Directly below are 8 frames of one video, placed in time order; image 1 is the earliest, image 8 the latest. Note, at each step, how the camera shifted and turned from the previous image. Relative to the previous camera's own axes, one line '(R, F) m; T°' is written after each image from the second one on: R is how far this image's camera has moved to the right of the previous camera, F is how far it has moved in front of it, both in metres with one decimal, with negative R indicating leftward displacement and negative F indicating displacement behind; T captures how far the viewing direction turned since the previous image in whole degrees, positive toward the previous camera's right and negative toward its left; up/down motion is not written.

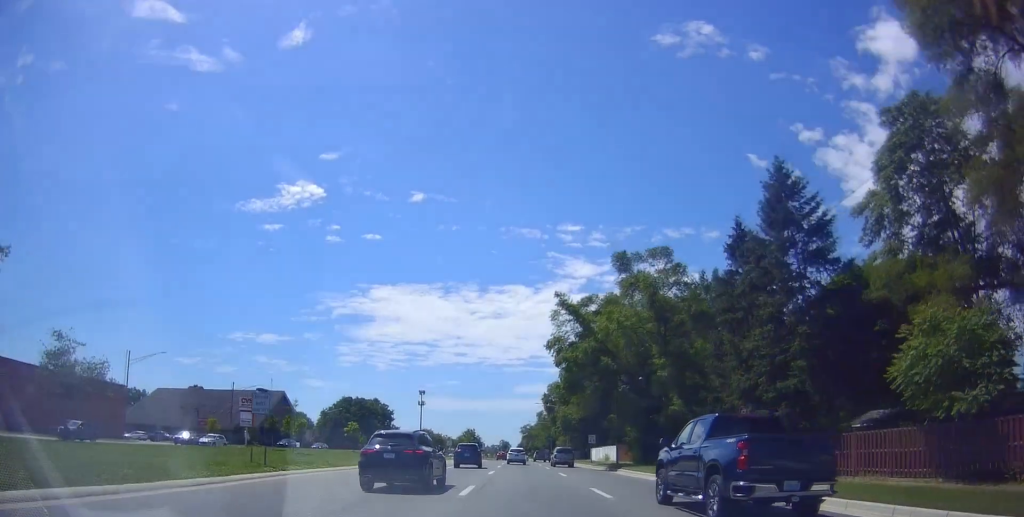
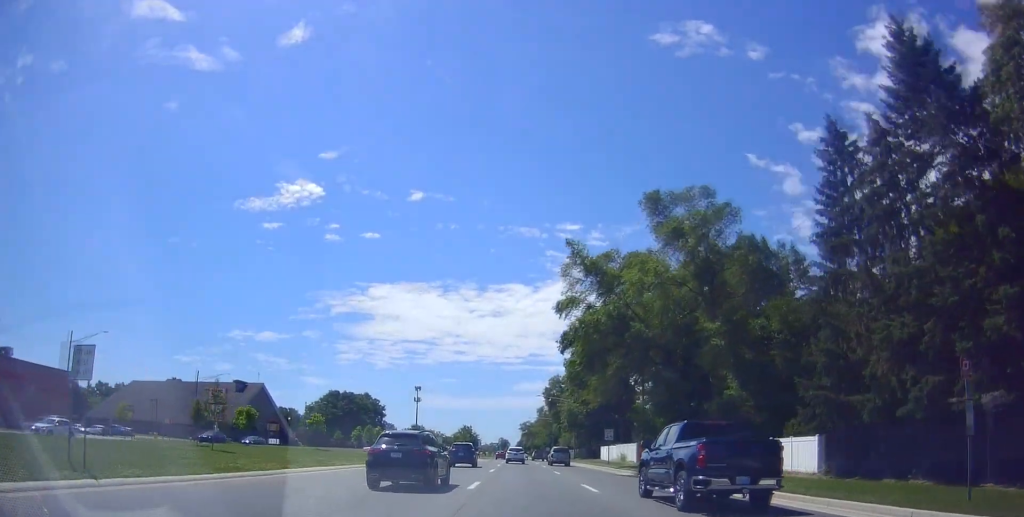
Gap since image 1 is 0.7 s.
(0.0, +11.9) m; 0°
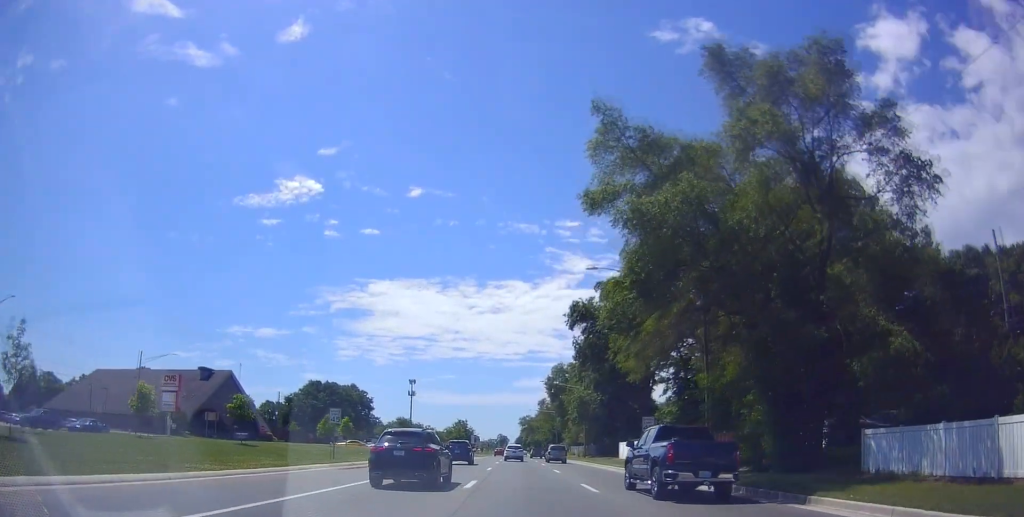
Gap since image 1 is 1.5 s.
(0.0, +15.2) m; 0°
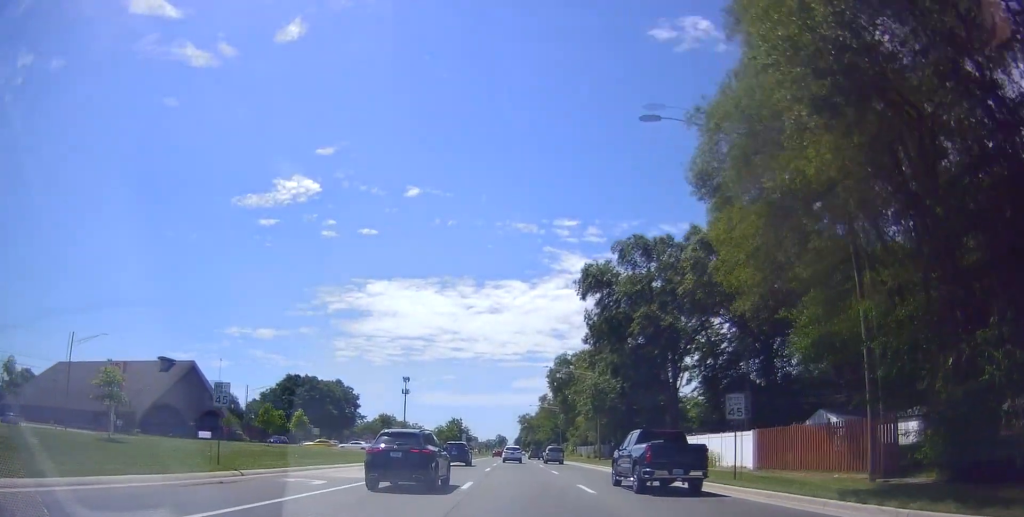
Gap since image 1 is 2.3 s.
(0.0, +14.3) m; 0°
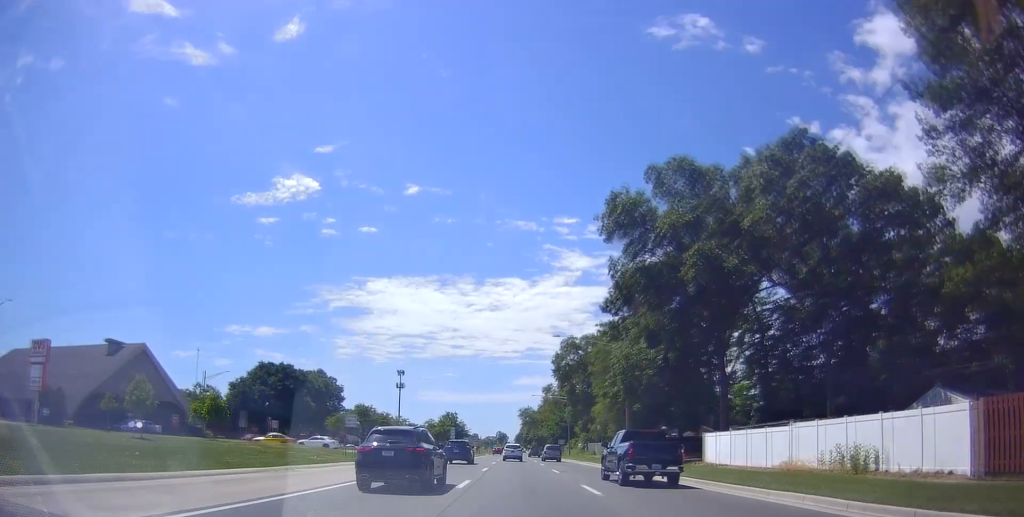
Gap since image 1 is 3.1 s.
(0.0, +15.9) m; -1°
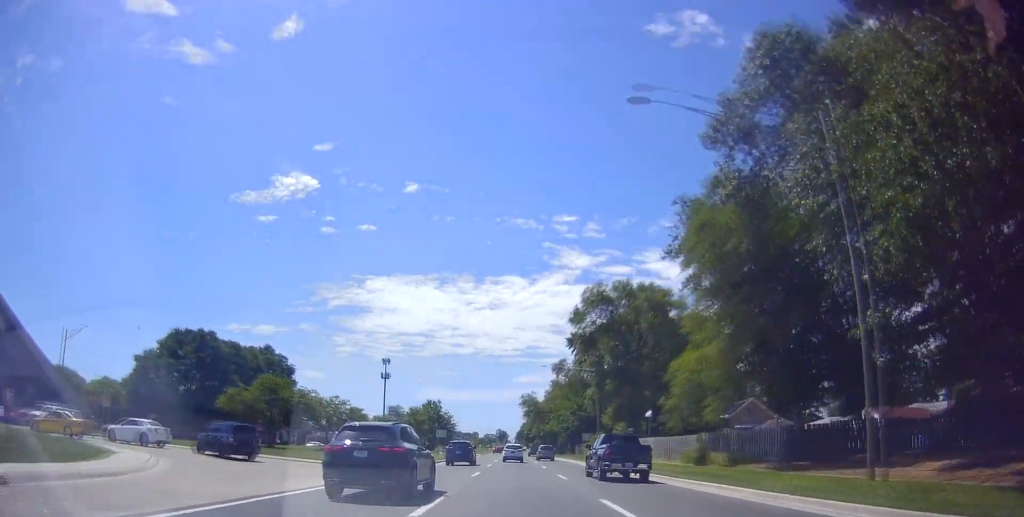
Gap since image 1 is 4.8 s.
(-0.1, +34.3) m; +1°
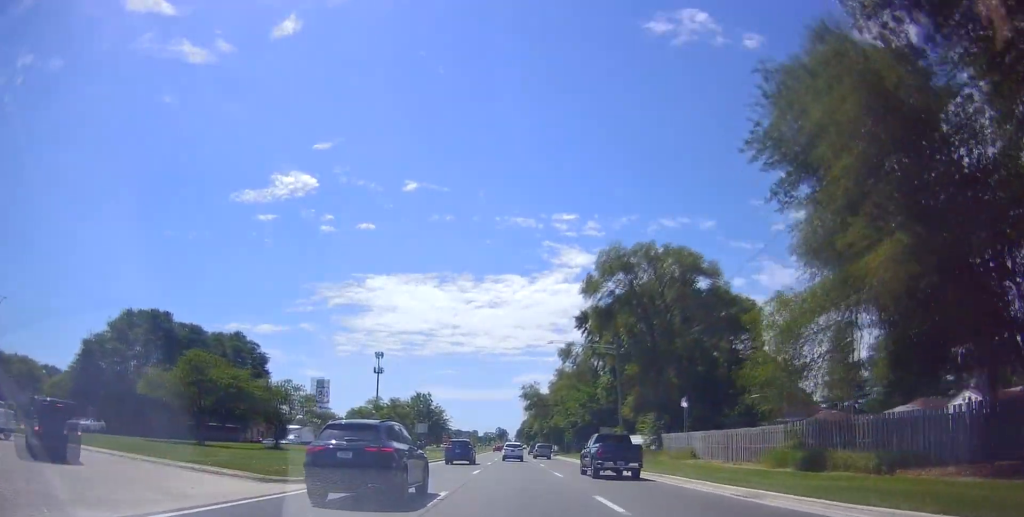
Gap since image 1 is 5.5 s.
(+0.1, +13.6) m; 0°
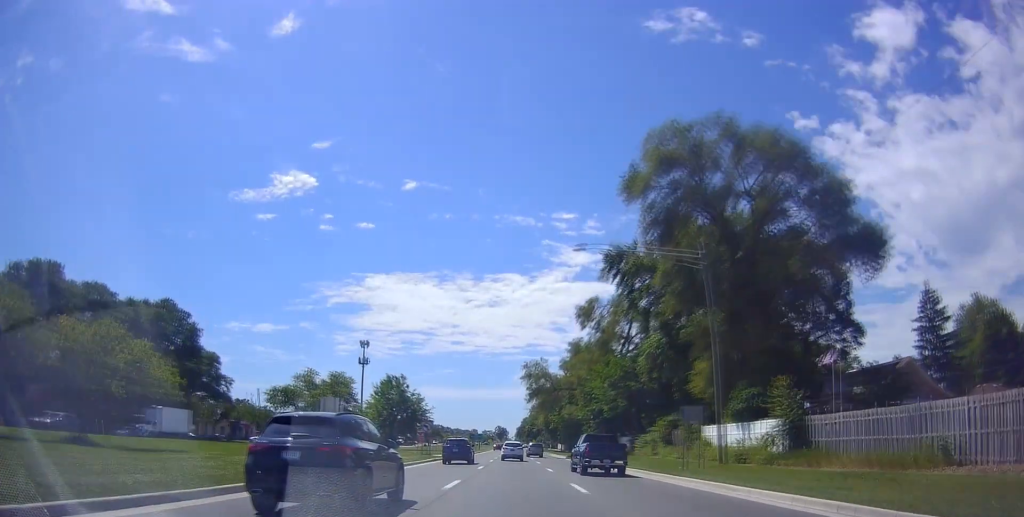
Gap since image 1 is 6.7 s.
(0.0, +24.8) m; 0°
